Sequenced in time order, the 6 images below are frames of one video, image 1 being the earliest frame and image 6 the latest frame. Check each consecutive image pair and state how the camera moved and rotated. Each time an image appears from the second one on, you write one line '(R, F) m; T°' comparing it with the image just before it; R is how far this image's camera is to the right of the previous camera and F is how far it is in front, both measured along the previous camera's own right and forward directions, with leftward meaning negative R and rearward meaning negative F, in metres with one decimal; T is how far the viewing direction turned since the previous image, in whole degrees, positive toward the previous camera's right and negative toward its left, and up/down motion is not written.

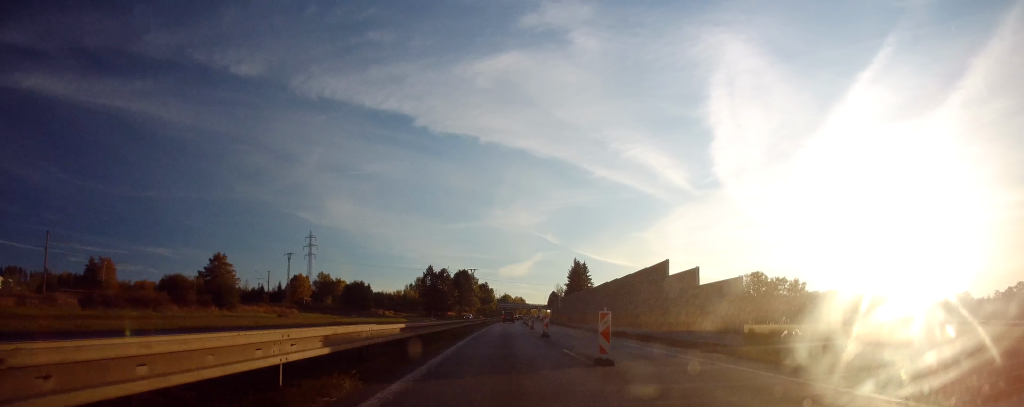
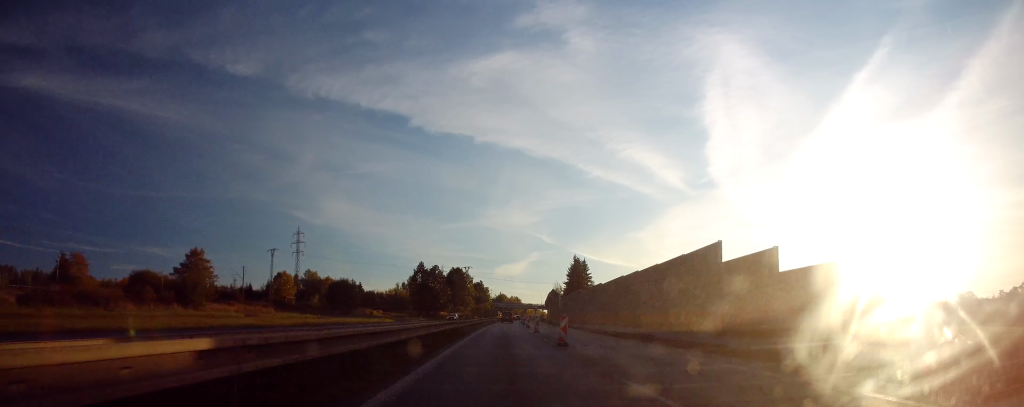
(+0.1, +9.3) m; +1°
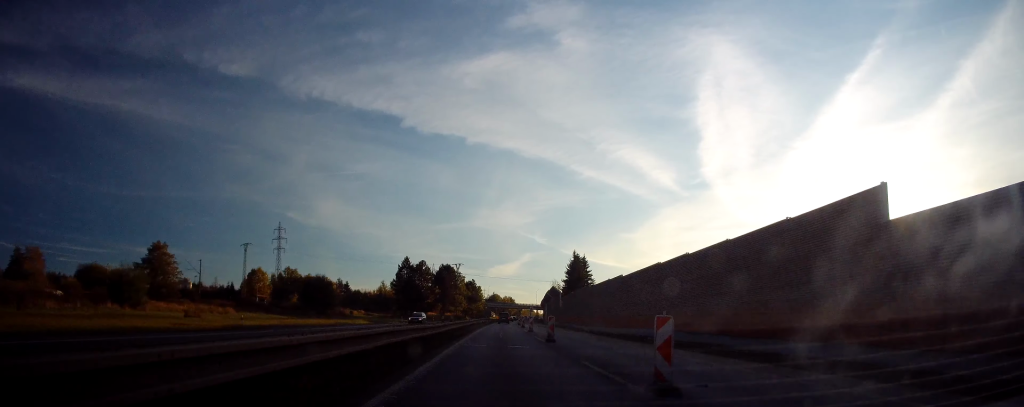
(+0.3, +13.1) m; +1°
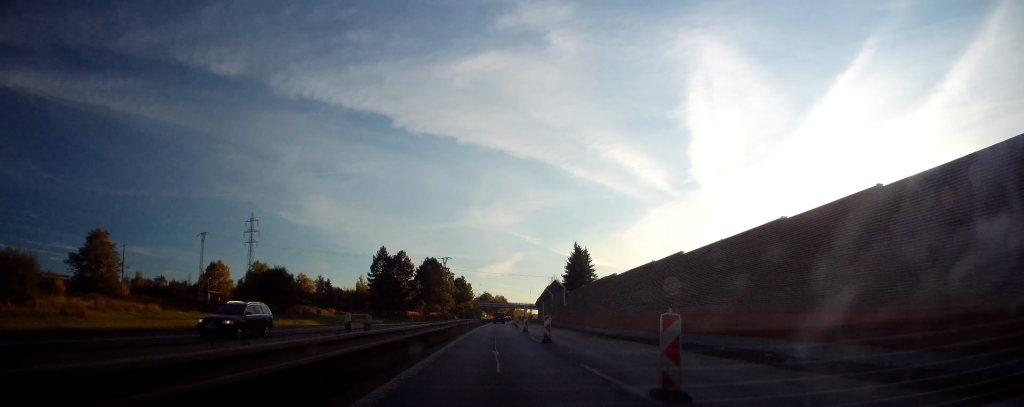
(0.0, +18.0) m; 0°
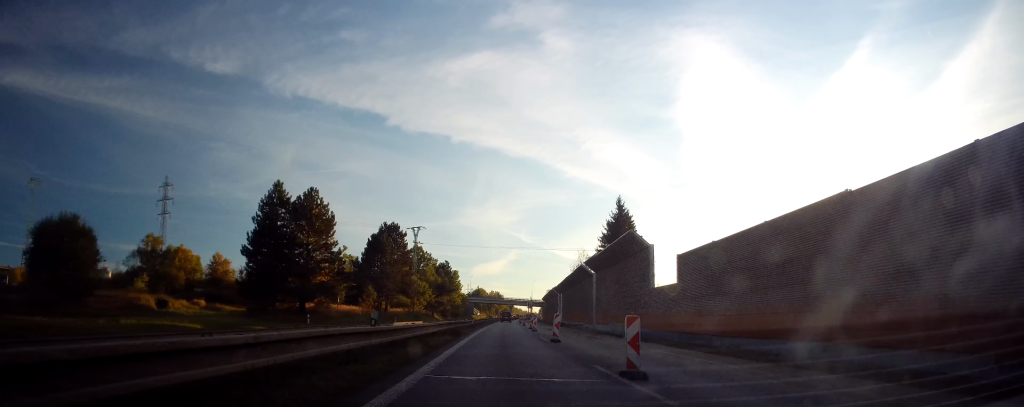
(+0.5, +52.7) m; +2°
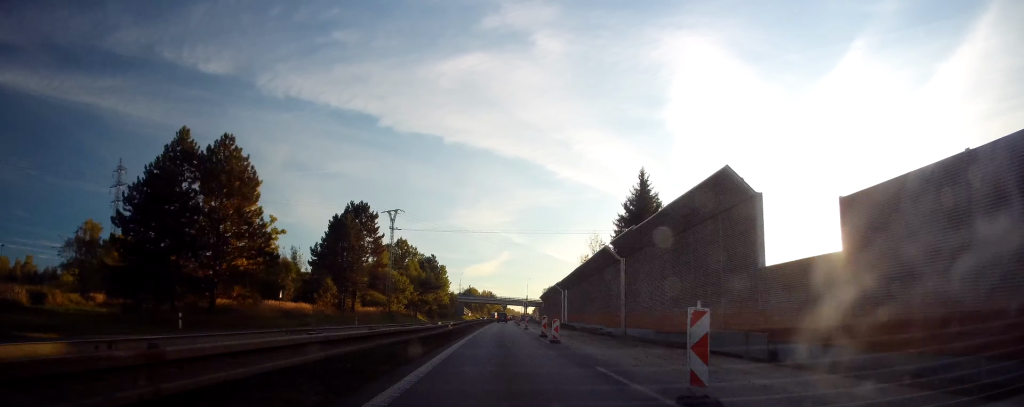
(+0.2, +17.7) m; +1°
